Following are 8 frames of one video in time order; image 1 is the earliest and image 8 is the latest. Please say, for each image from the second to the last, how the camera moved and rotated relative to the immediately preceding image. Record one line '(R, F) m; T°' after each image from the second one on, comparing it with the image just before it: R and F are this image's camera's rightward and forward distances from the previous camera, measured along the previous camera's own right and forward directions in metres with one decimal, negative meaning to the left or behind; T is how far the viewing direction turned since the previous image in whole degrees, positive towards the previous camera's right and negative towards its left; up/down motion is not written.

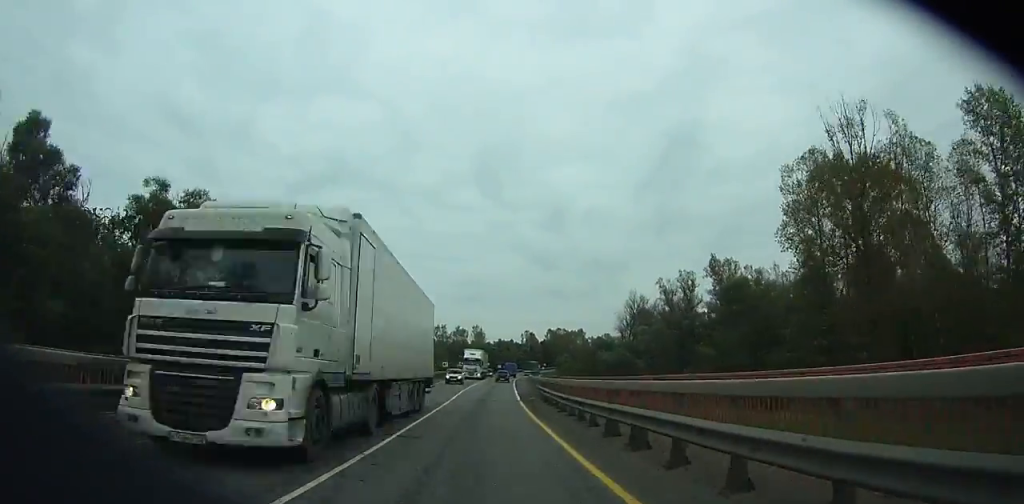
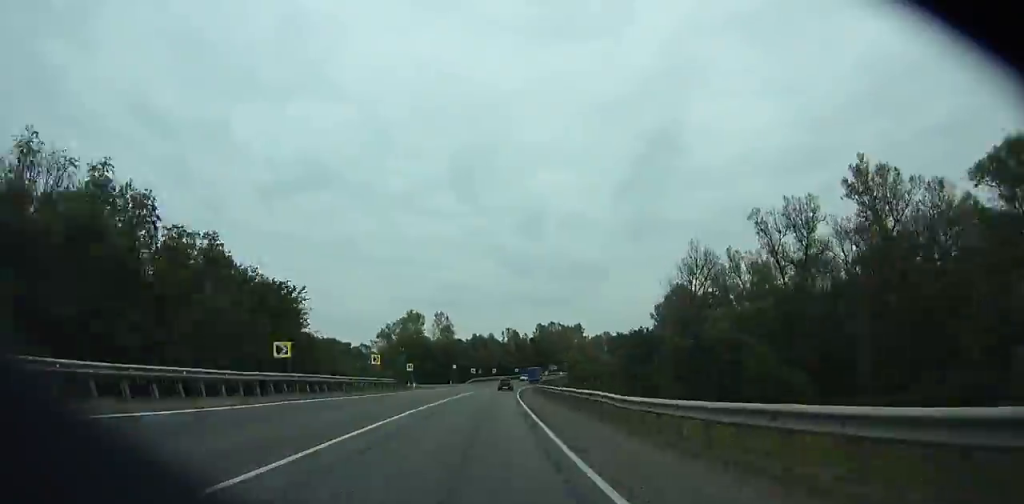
(+1.2, +67.1) m; +2°
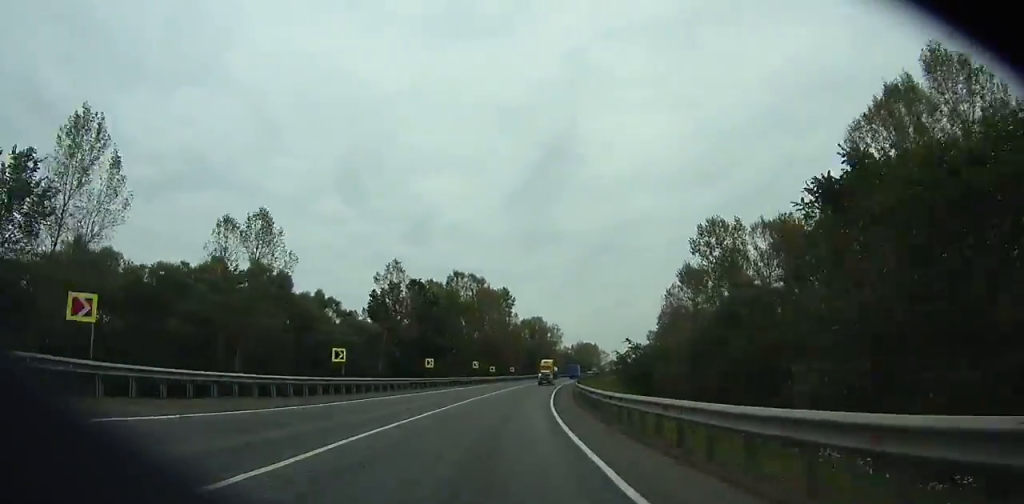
(+8.0, +119.1) m; +11°
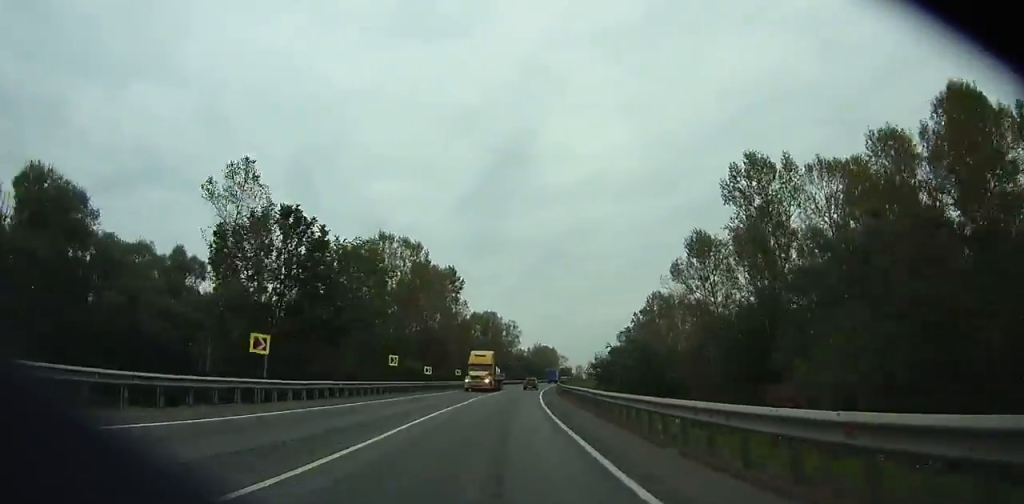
(+0.4, +30.0) m; +4°
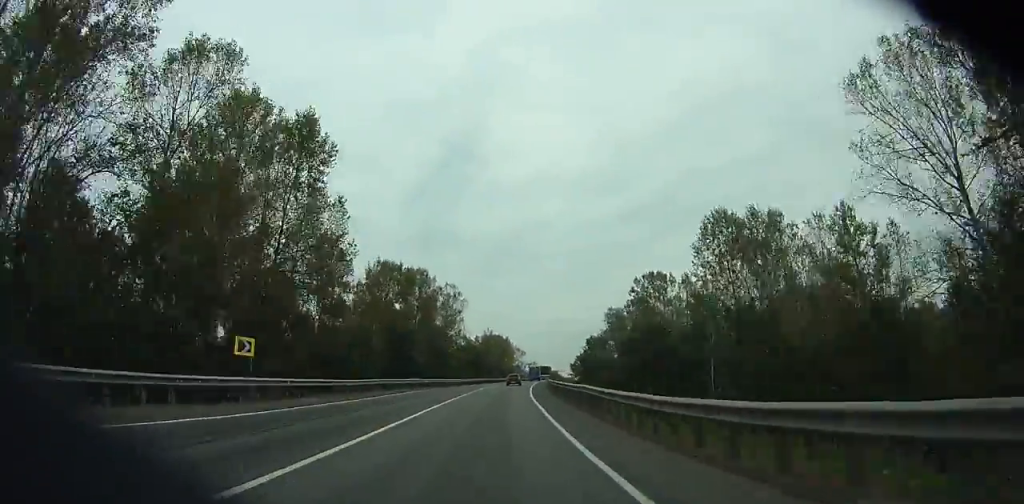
(+4.1, +56.9) m; +6°
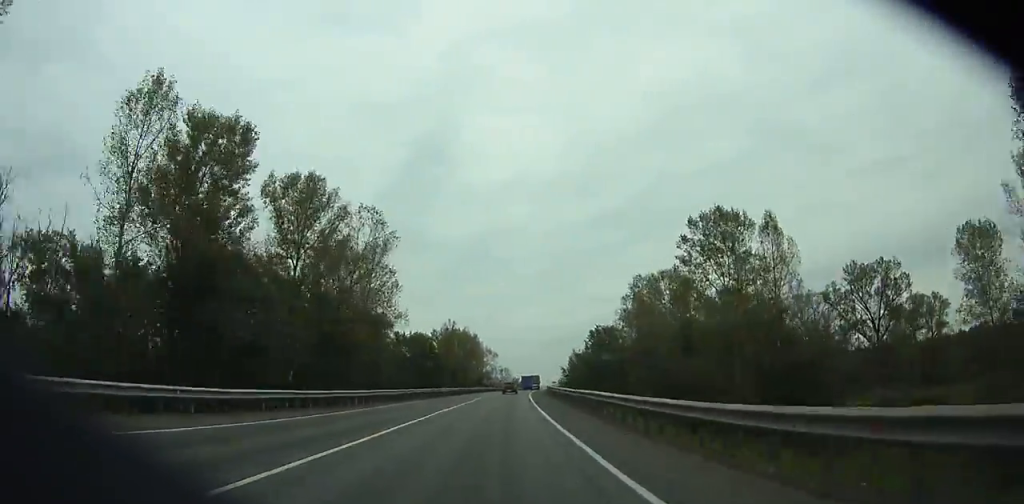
(+1.9, +47.1) m; +4°
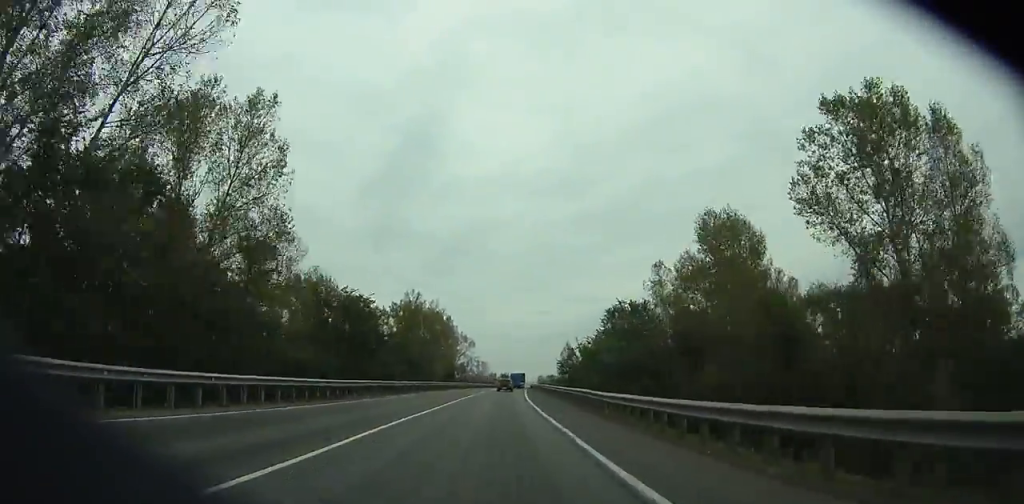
(+0.3, +31.8) m; +2°
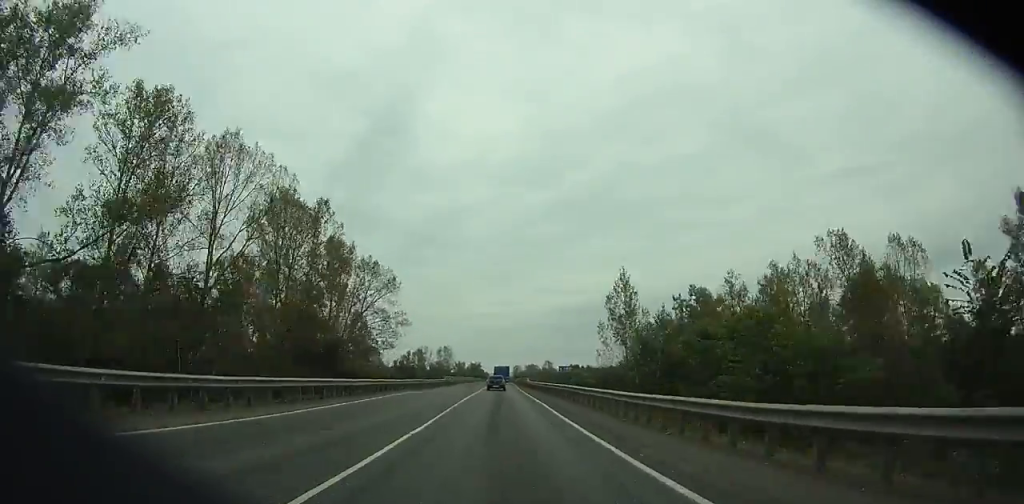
(+3.2, +86.9) m; +3°
